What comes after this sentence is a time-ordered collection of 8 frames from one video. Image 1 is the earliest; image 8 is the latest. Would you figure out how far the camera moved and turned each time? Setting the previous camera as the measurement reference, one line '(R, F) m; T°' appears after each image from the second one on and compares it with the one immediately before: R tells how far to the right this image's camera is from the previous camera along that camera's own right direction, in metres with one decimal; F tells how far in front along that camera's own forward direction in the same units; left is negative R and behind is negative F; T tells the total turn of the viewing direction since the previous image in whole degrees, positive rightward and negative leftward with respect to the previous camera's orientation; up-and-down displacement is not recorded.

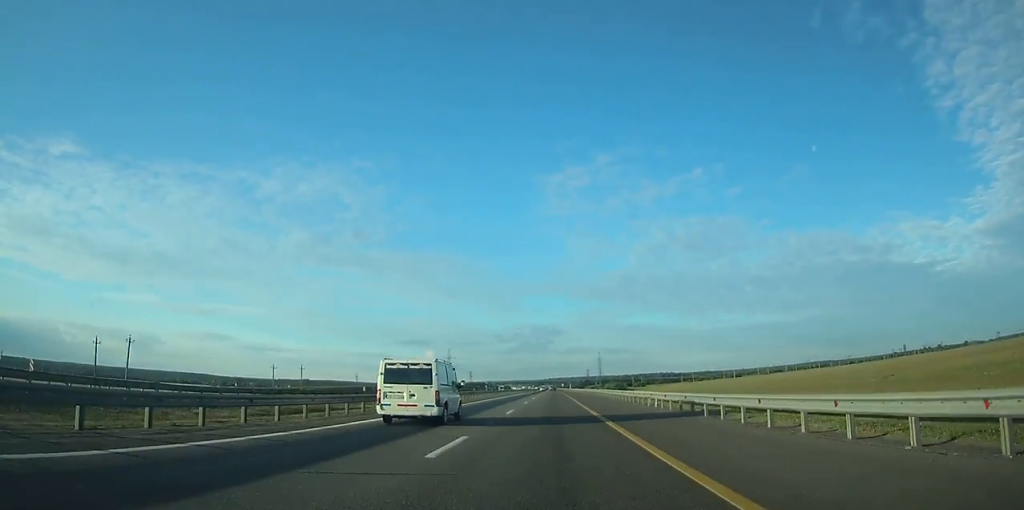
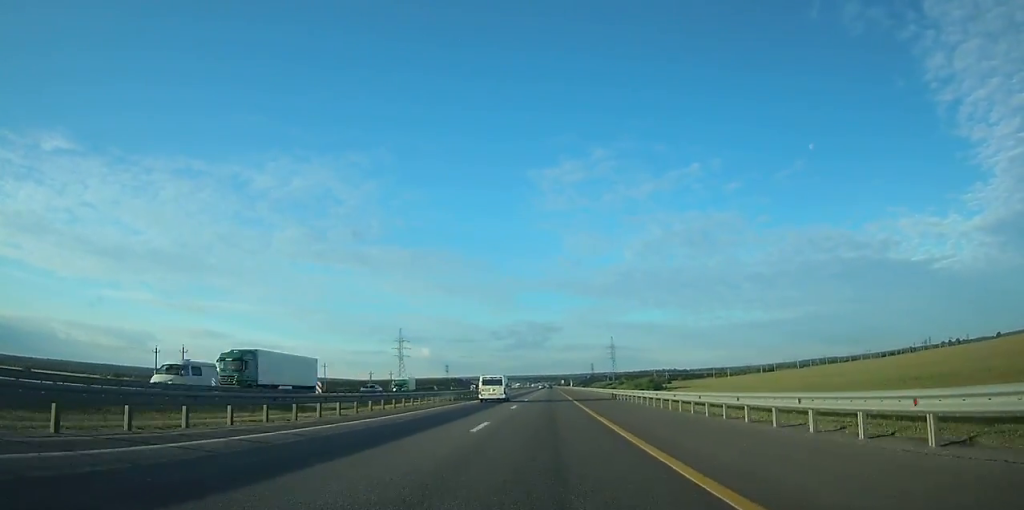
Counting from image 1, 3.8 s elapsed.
(-0.1, +102.1) m; 0°
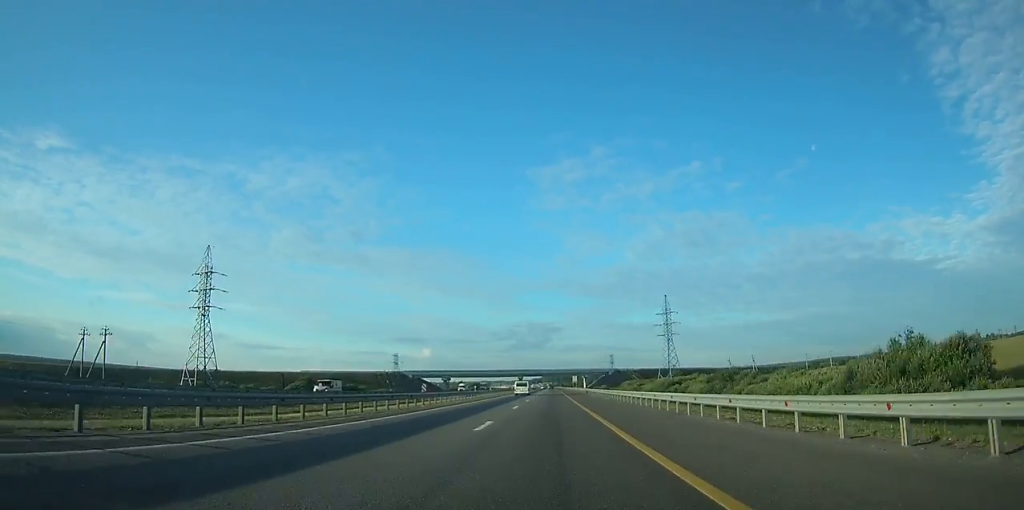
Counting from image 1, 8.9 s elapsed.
(-0.1, +144.1) m; 0°
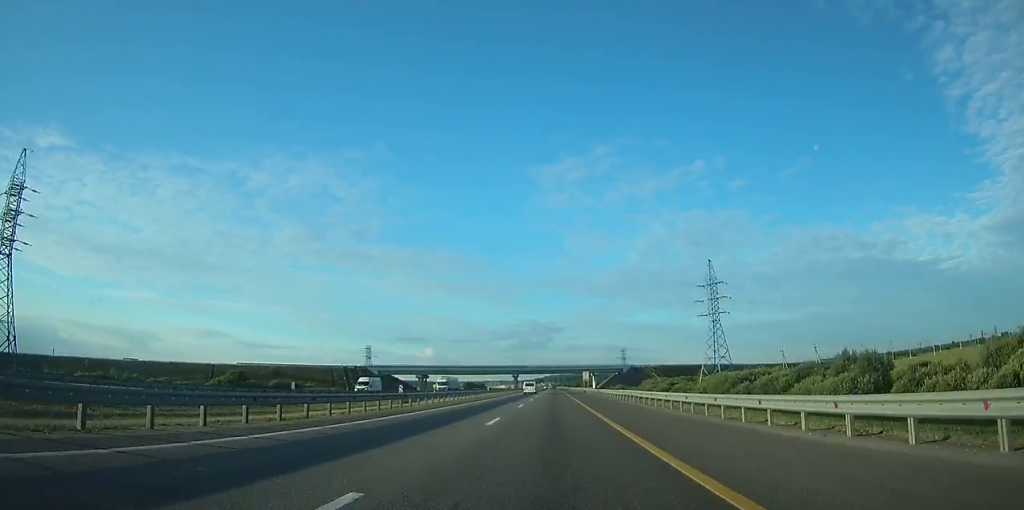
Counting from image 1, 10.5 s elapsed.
(0.0, +48.5) m; 0°
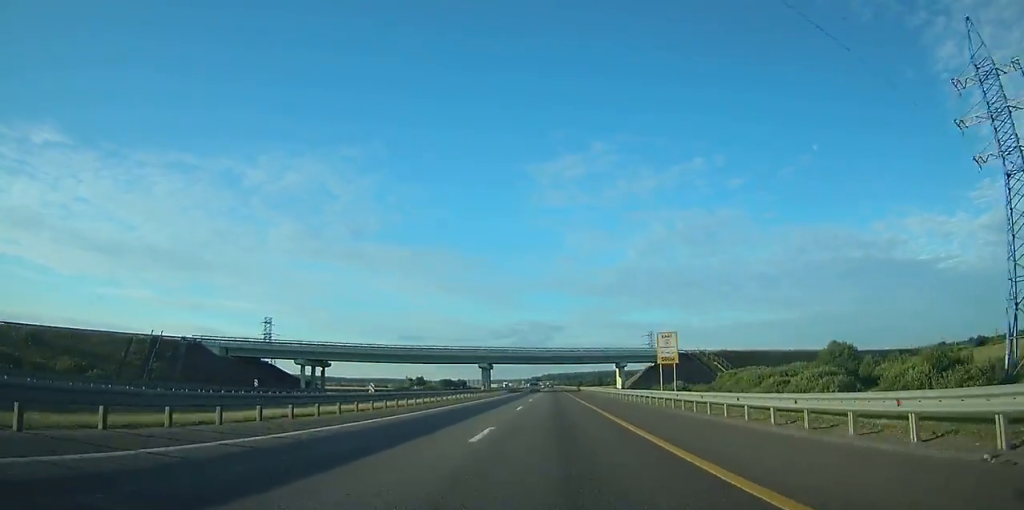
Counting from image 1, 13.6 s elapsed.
(-0.1, +90.1) m; 0°
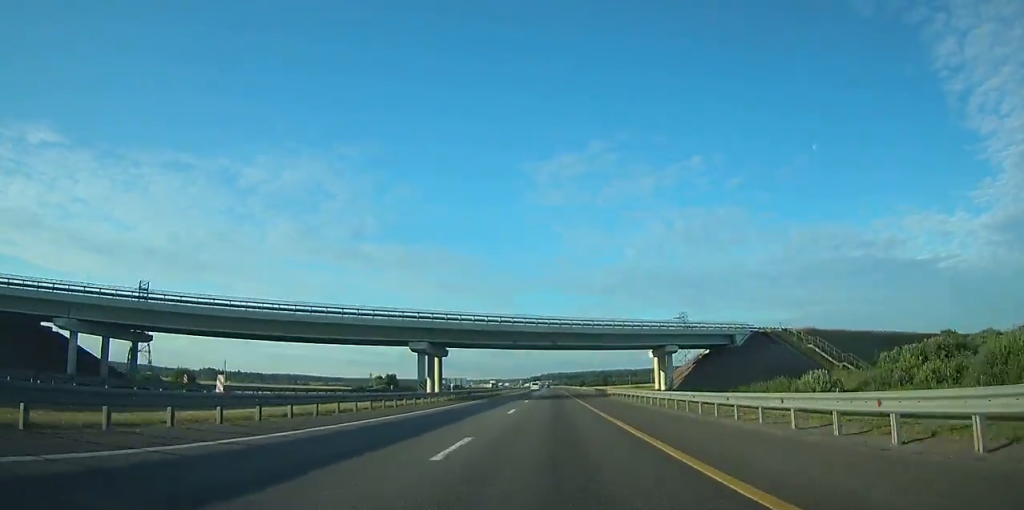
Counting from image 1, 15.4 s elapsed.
(0.0, +54.9) m; 0°
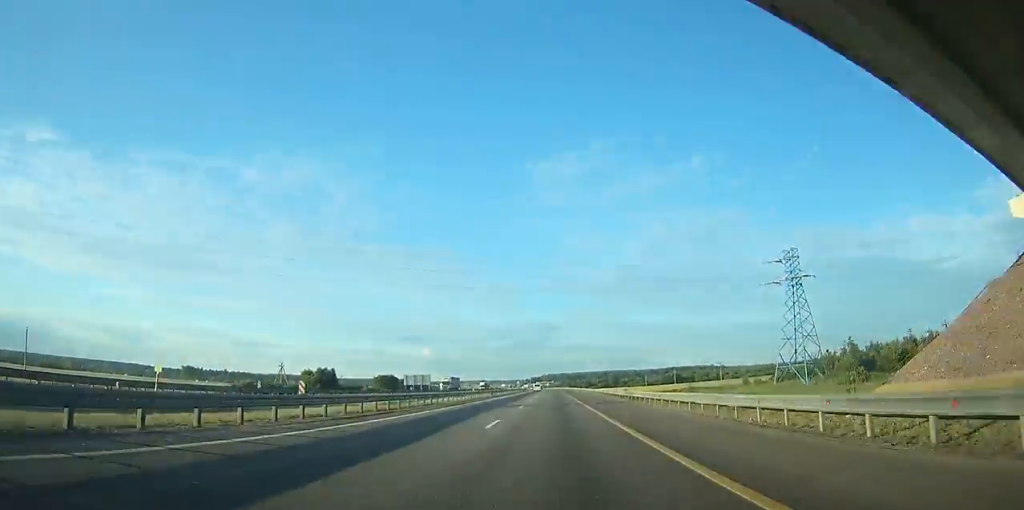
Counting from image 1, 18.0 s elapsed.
(0.0, +75.3) m; 0°
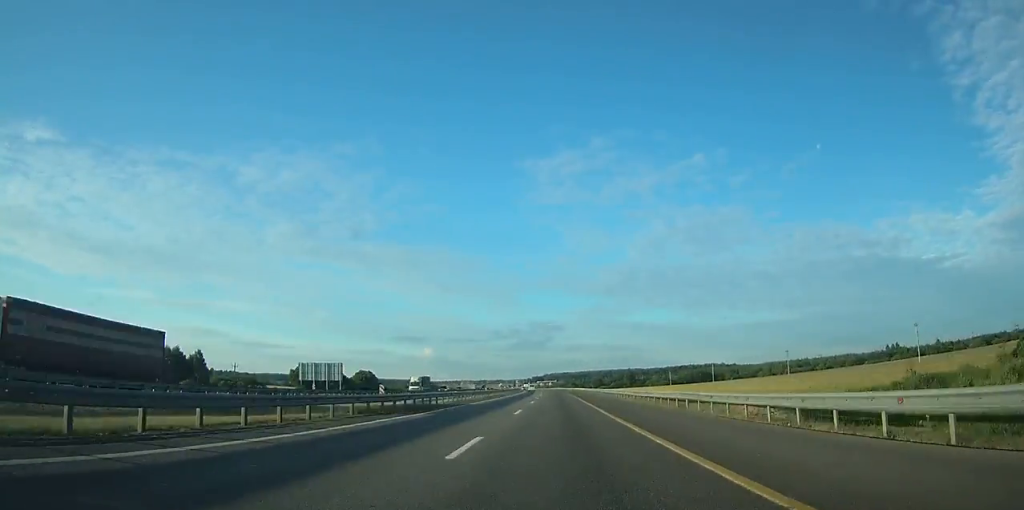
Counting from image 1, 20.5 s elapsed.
(0.0, +71.0) m; 0°
